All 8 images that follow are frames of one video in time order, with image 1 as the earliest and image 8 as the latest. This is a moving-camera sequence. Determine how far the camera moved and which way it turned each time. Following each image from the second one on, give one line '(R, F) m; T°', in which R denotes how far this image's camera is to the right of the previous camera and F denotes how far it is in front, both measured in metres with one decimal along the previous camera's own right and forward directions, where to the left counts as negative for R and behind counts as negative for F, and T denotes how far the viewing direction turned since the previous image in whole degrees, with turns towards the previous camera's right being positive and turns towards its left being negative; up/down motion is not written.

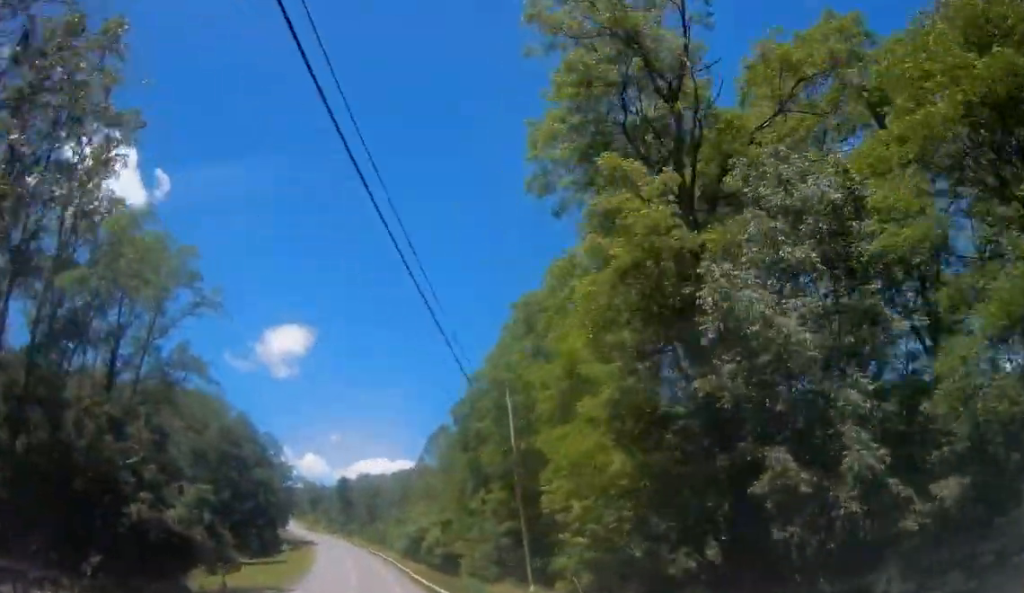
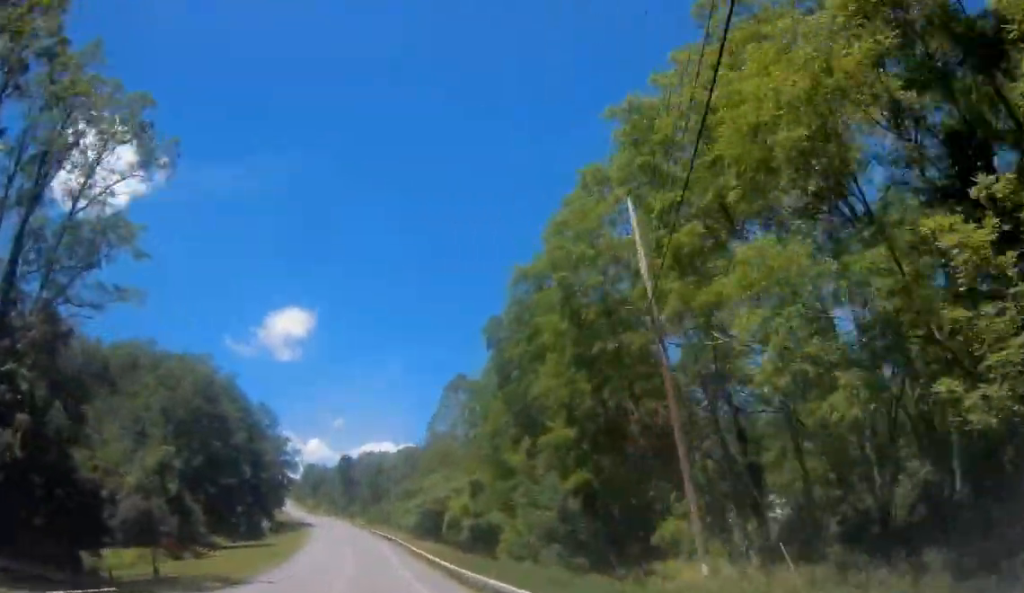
(0.0, +14.5) m; 0°
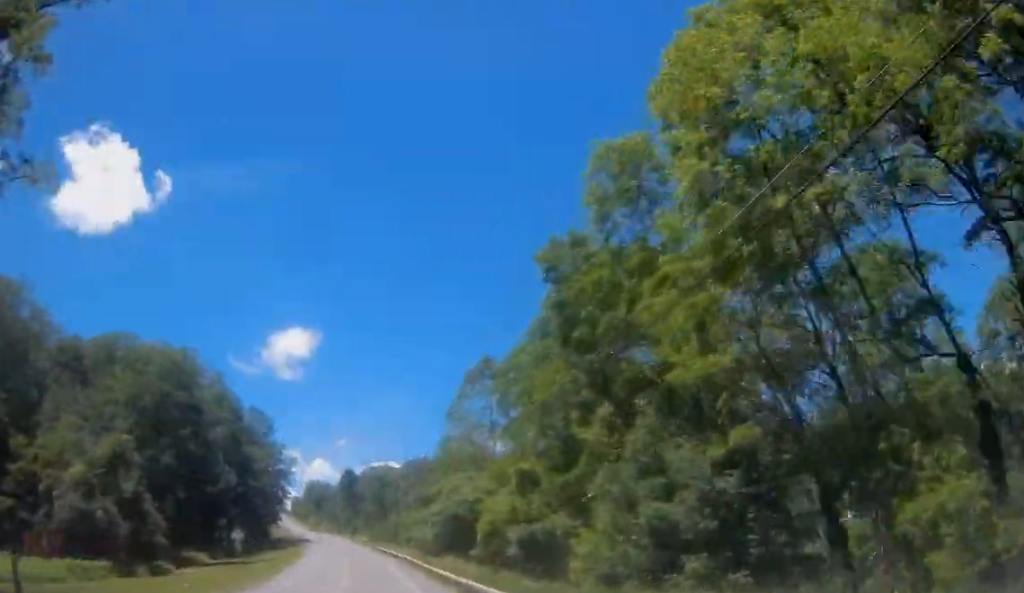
(+0.1, +12.8) m; -1°
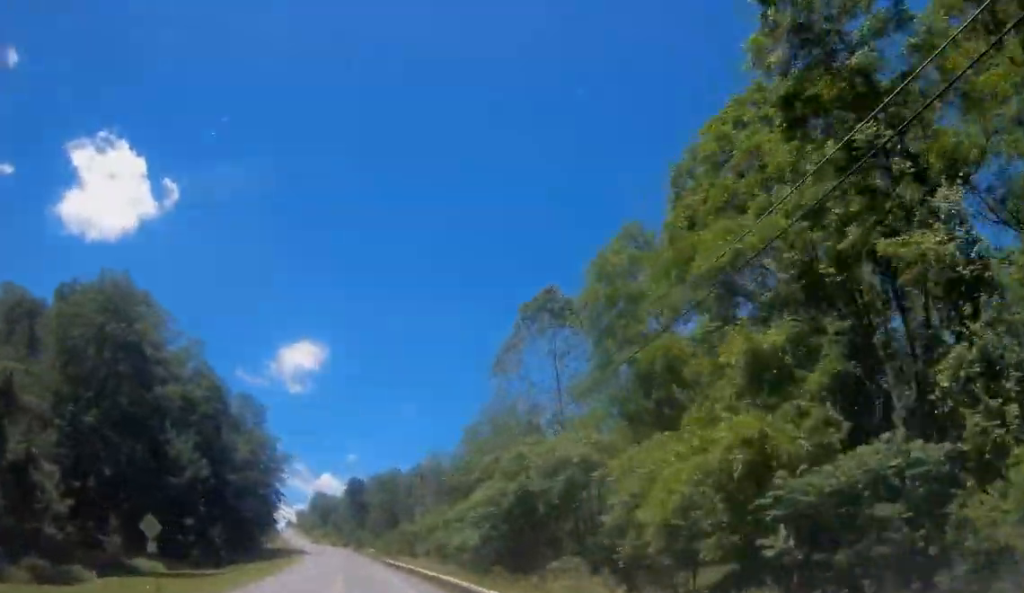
(-0.2, +17.9) m; -1°
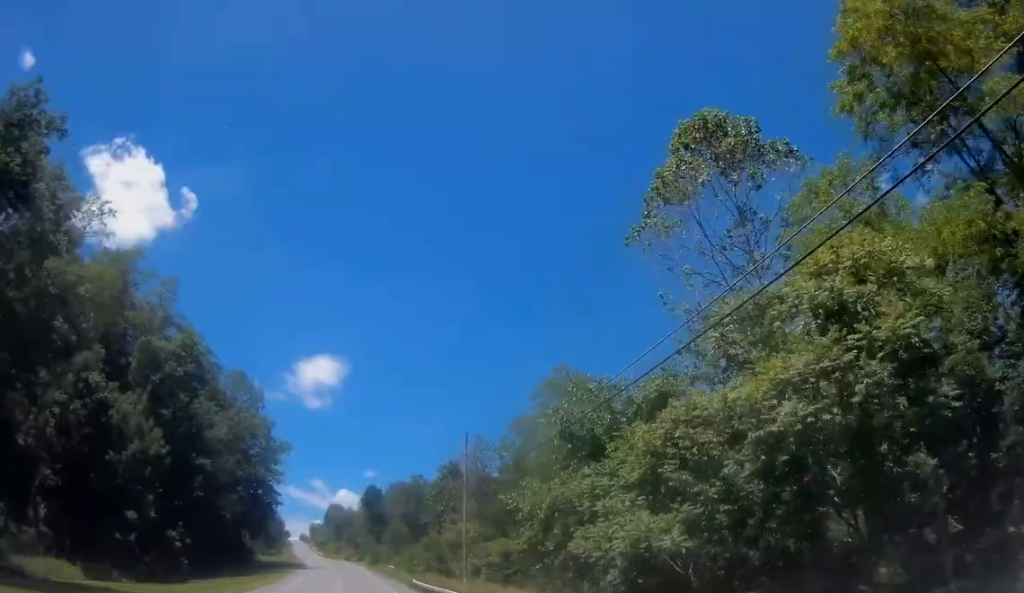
(-0.3, +19.7) m; -1°
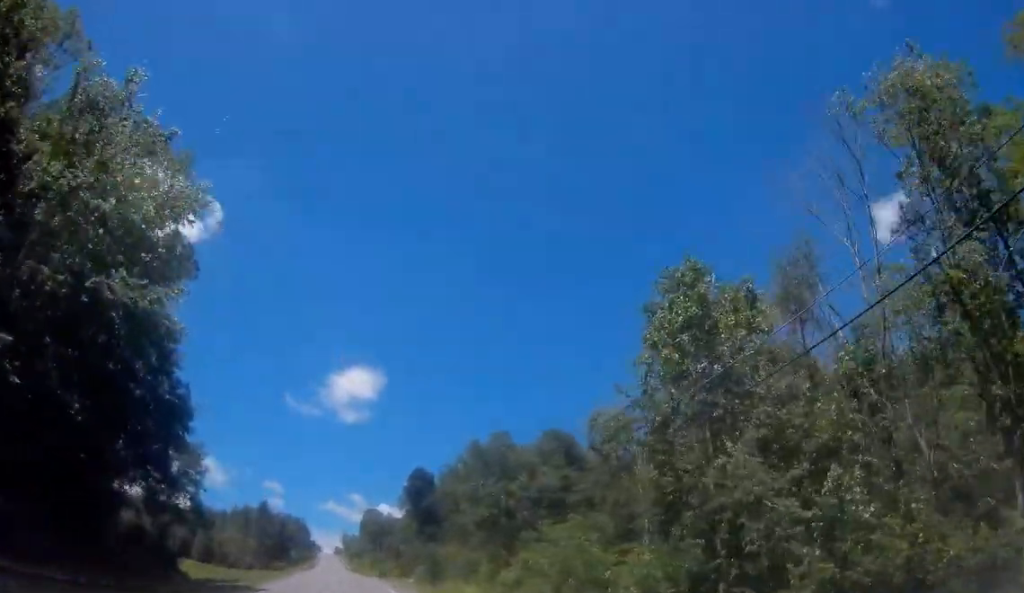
(-0.8, +54.6) m; -4°
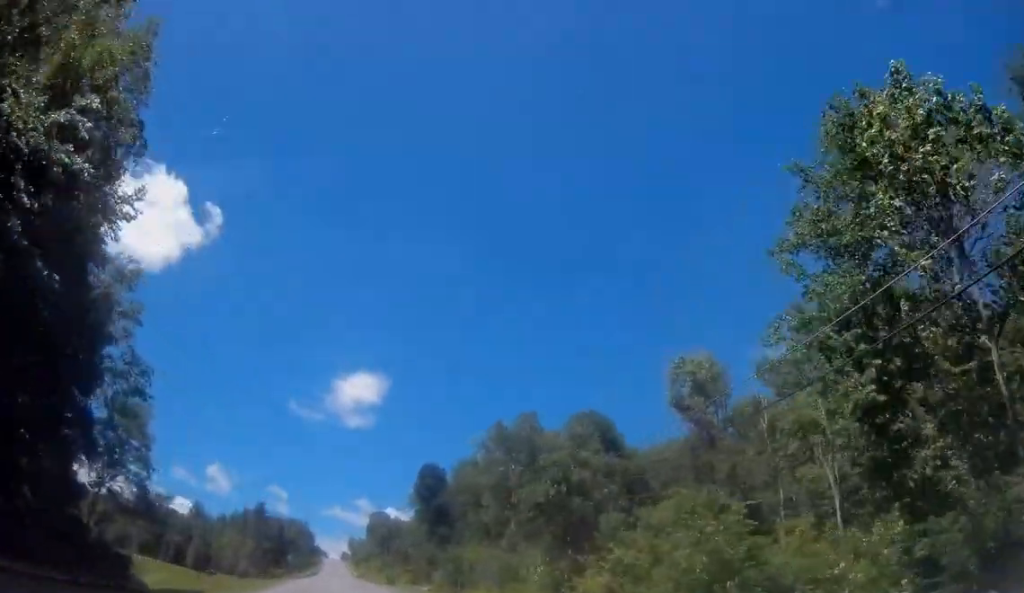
(-0.4, +11.6) m; -1°
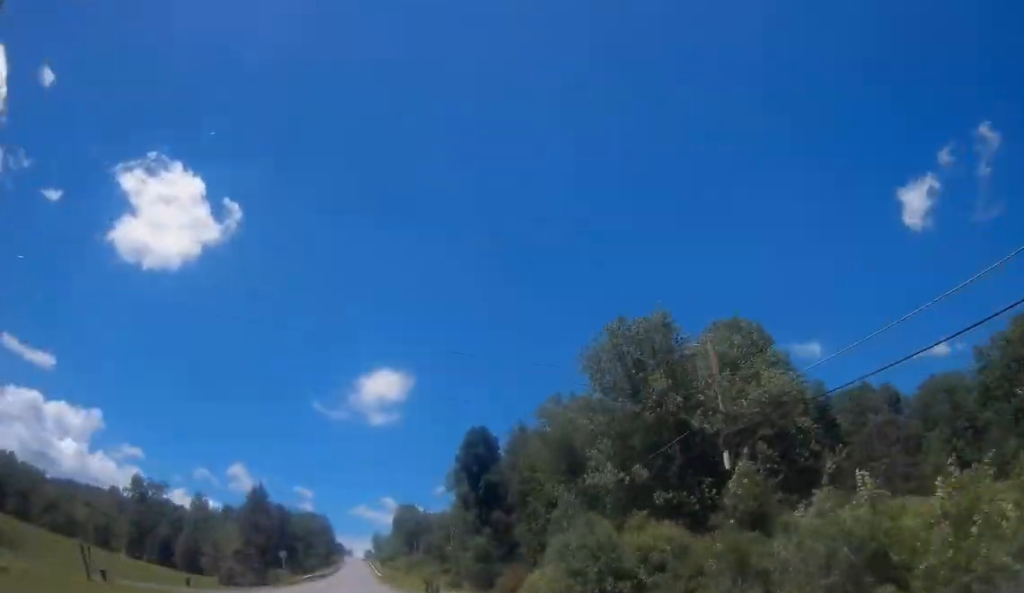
(-0.3, +28.2) m; -1°
